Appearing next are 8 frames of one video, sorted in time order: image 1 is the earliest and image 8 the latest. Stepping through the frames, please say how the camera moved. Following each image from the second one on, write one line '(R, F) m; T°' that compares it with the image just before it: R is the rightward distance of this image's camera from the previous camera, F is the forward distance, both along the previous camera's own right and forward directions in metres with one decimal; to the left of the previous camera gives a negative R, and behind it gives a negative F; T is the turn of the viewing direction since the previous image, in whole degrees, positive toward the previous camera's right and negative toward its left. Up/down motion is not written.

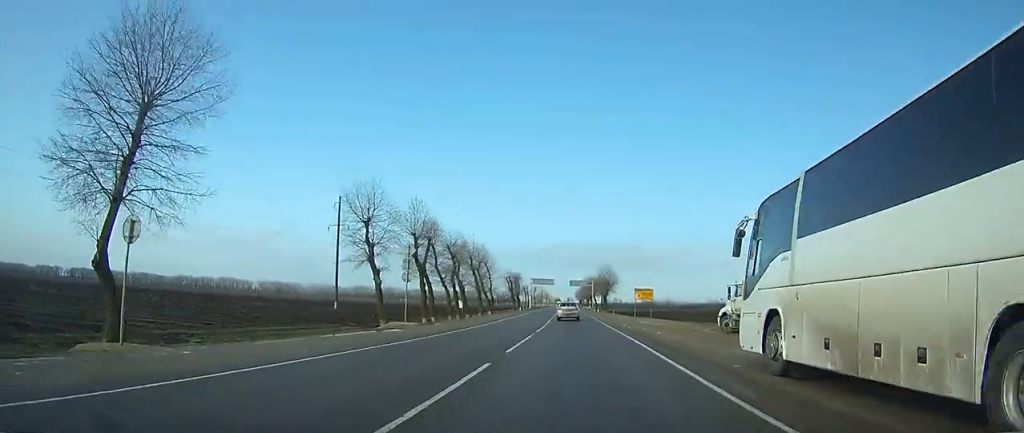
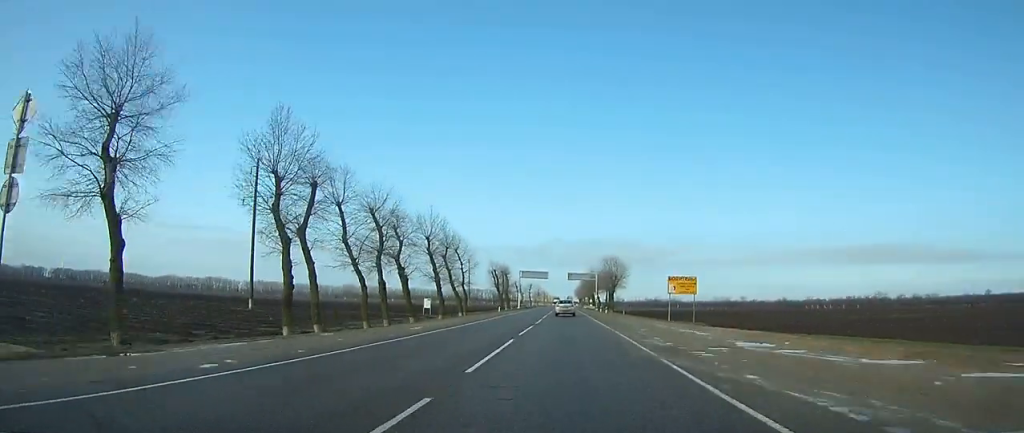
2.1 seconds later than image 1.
(-1.4, +31.6) m; -6°
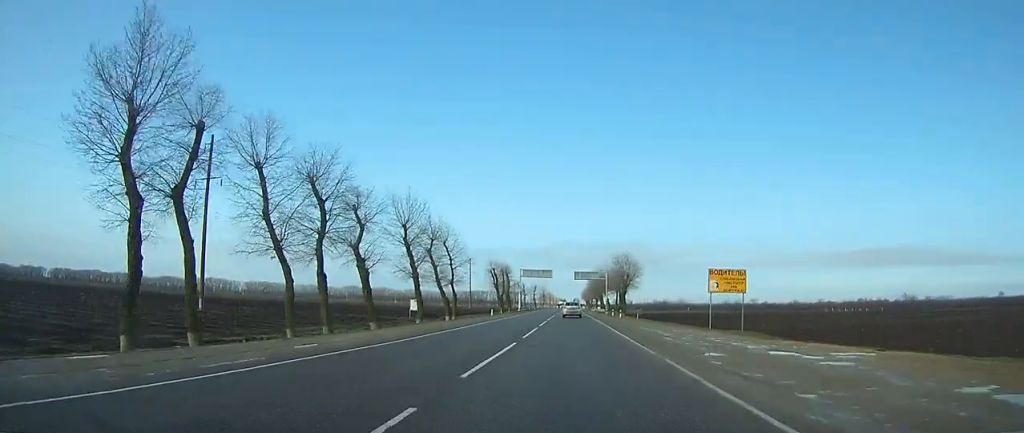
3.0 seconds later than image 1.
(-0.5, +13.9) m; -2°
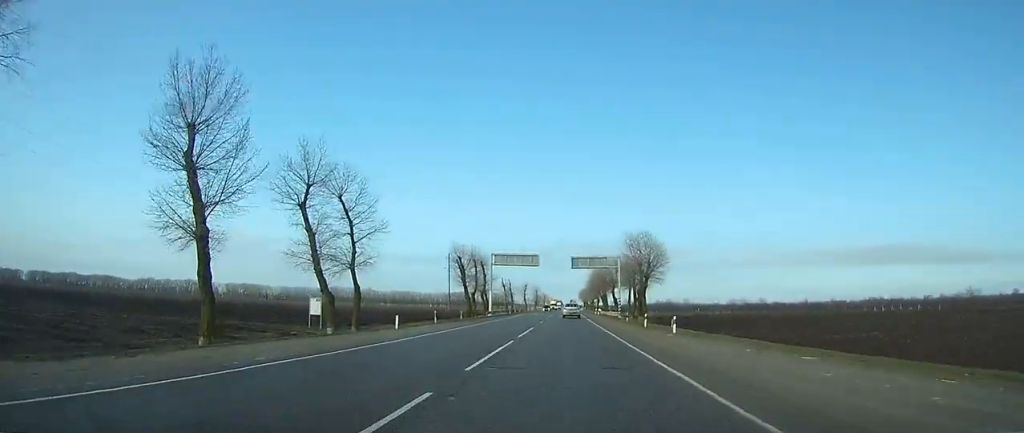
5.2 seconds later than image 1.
(-0.5, +37.3) m; -1°
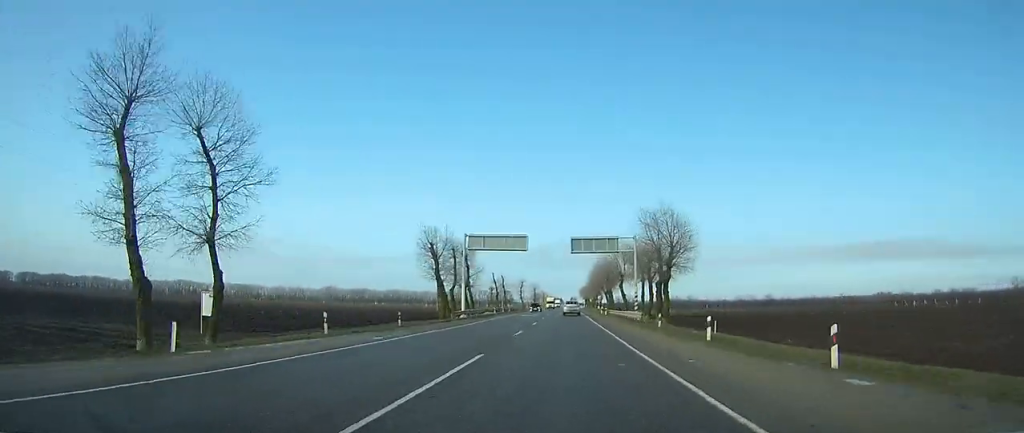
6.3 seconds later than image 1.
(-0.1, +18.8) m; 0°
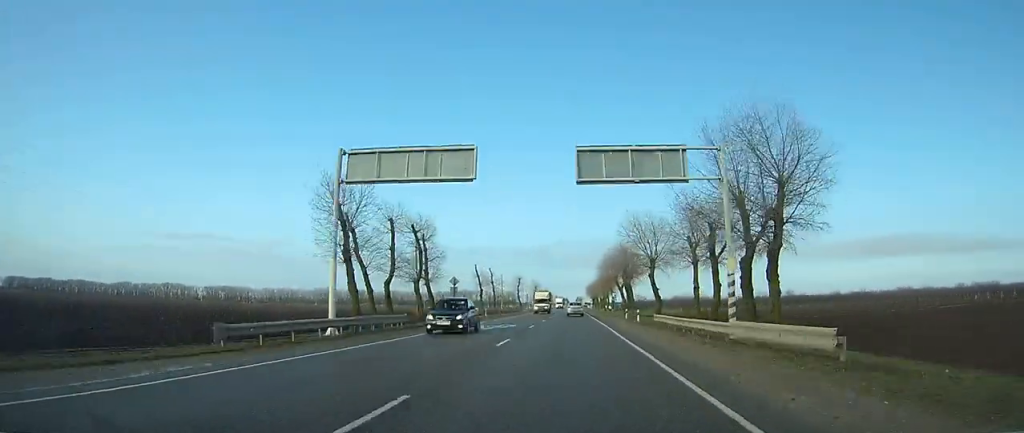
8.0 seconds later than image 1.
(-0.2, +31.8) m; 0°
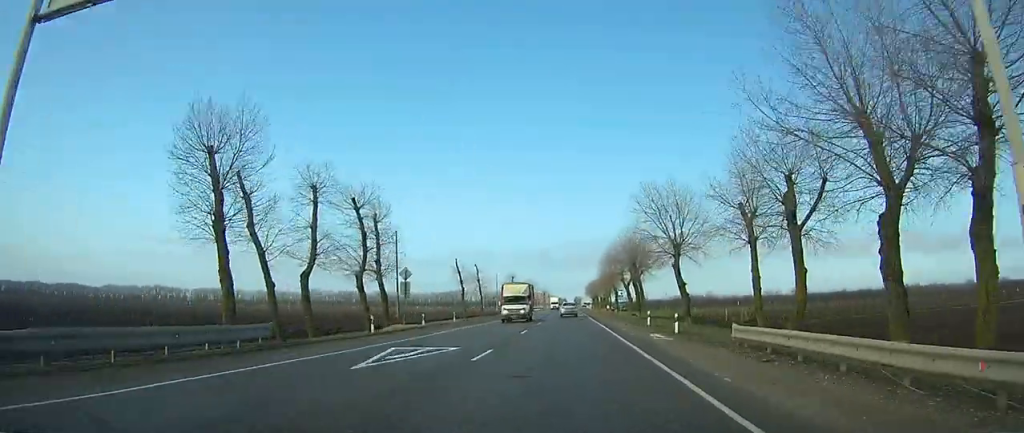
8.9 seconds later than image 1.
(0.0, +16.2) m; 0°
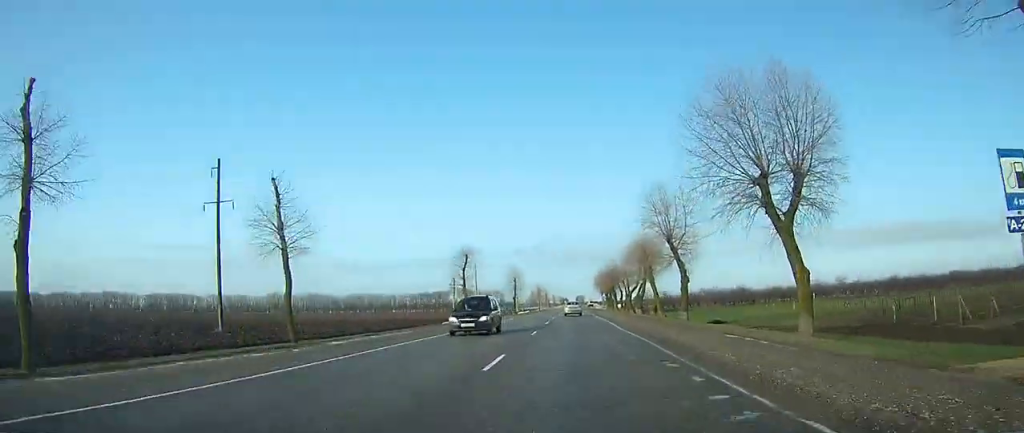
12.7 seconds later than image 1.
(-0.1, +74.7) m; 0°
